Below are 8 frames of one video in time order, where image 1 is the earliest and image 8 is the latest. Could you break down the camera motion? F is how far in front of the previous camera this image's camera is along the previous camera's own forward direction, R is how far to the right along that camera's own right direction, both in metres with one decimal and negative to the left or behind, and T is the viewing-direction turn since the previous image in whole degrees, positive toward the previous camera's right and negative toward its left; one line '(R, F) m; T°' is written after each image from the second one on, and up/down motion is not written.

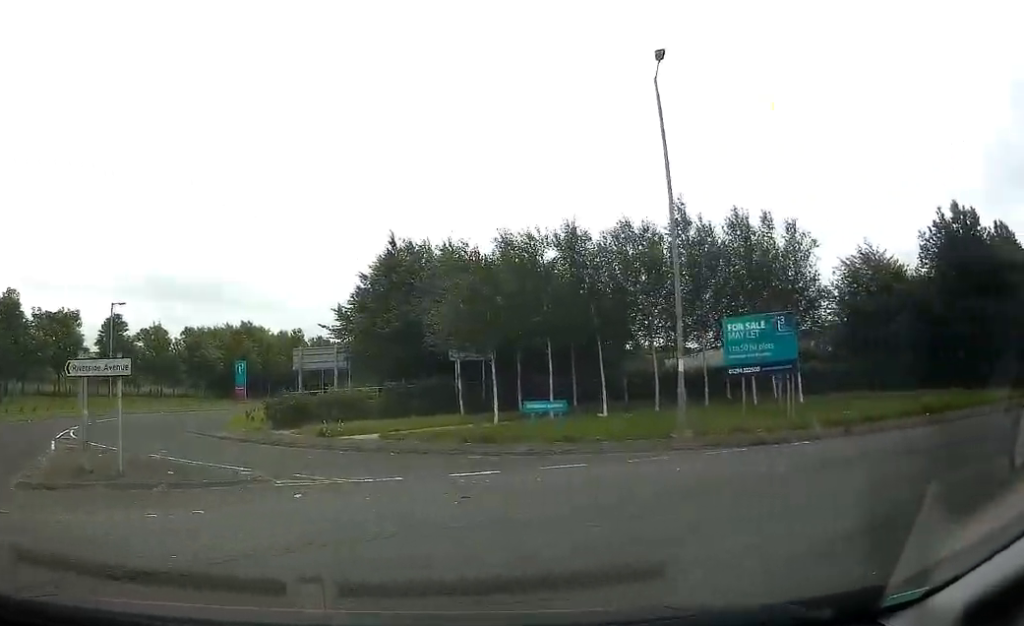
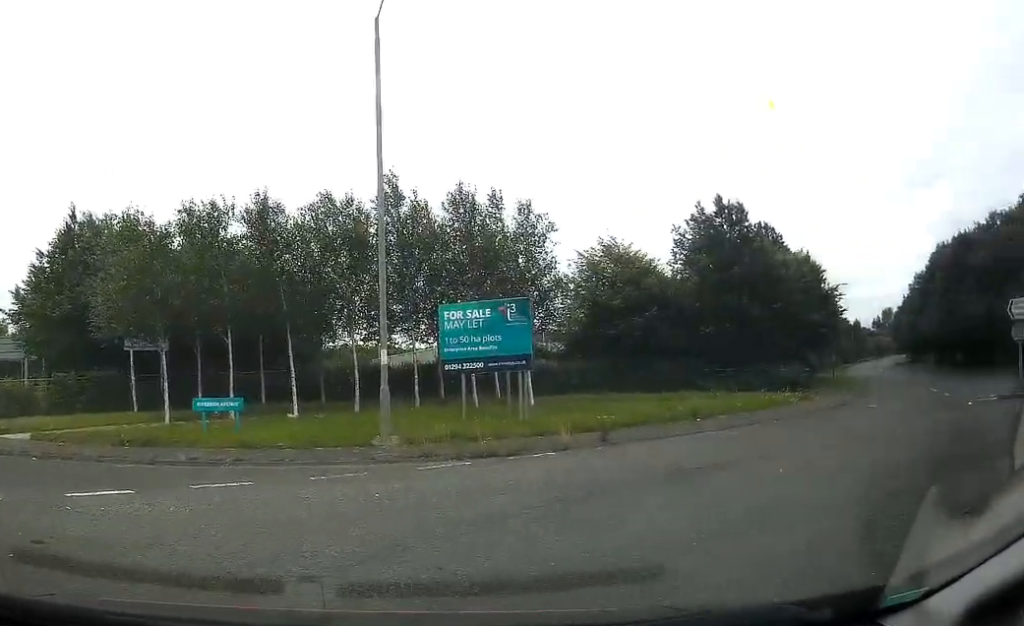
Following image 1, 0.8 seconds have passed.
(+0.9, +3.3) m; +23°
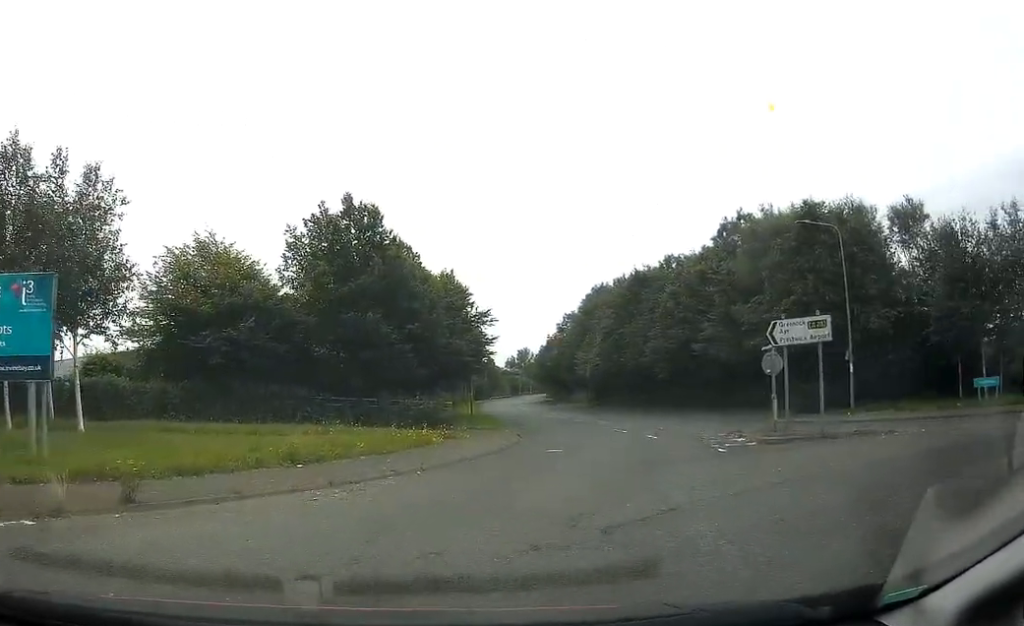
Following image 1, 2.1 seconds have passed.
(+1.6, +5.9) m; +28°
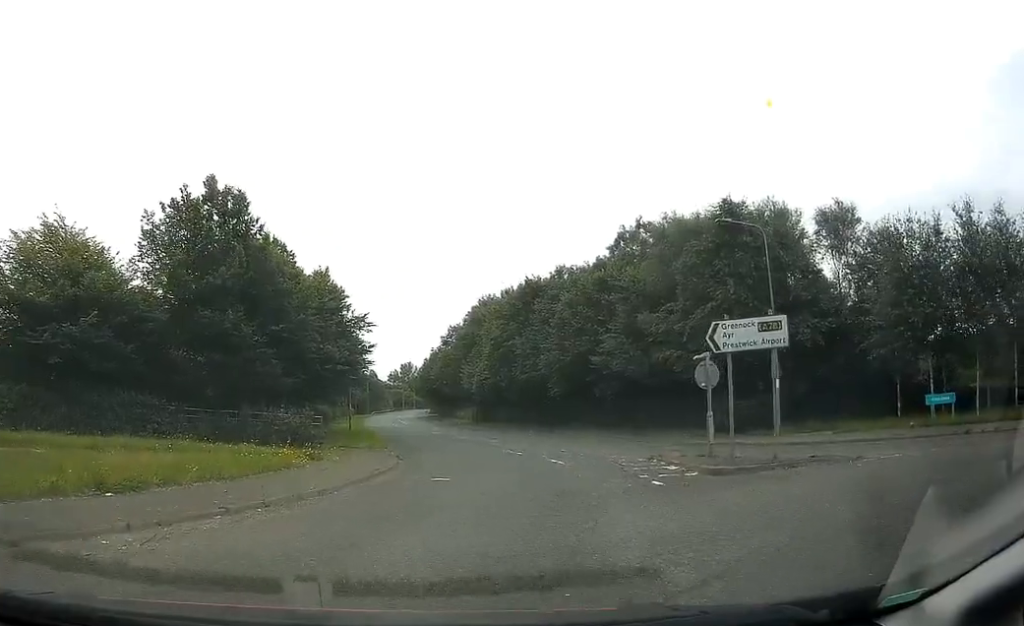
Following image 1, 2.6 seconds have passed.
(+0.3, +3.1) m; +8°
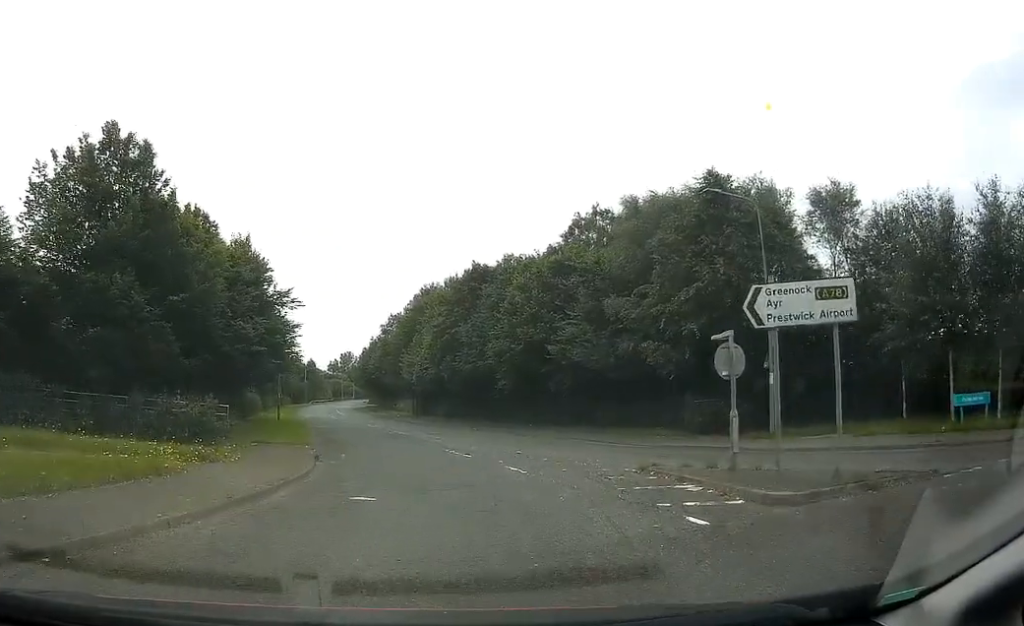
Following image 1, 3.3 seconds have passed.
(+0.4, +4.2) m; +7°
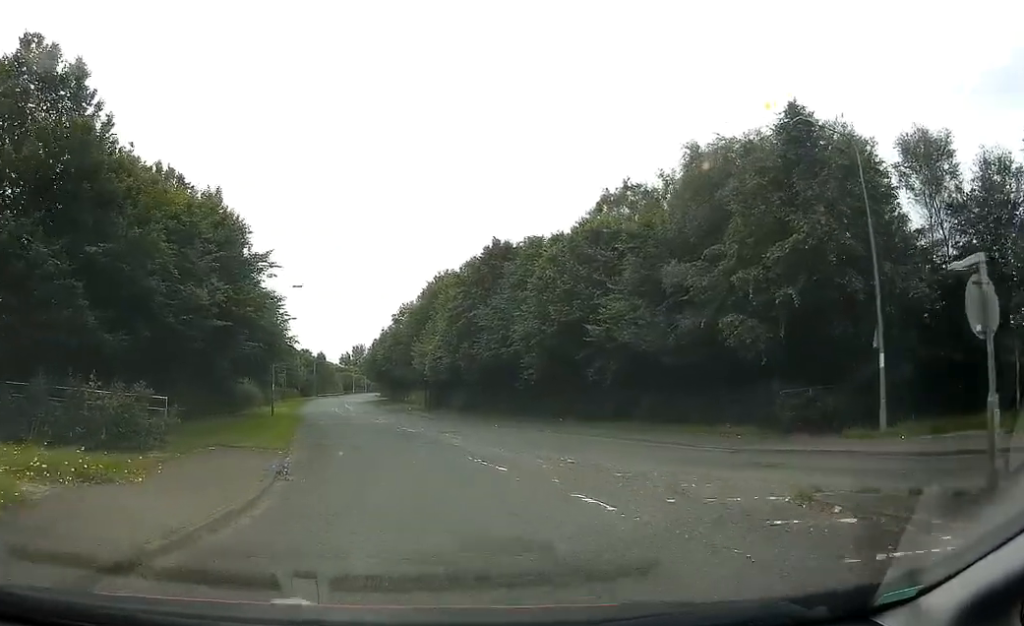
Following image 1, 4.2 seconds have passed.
(+0.1, +5.8) m; +2°
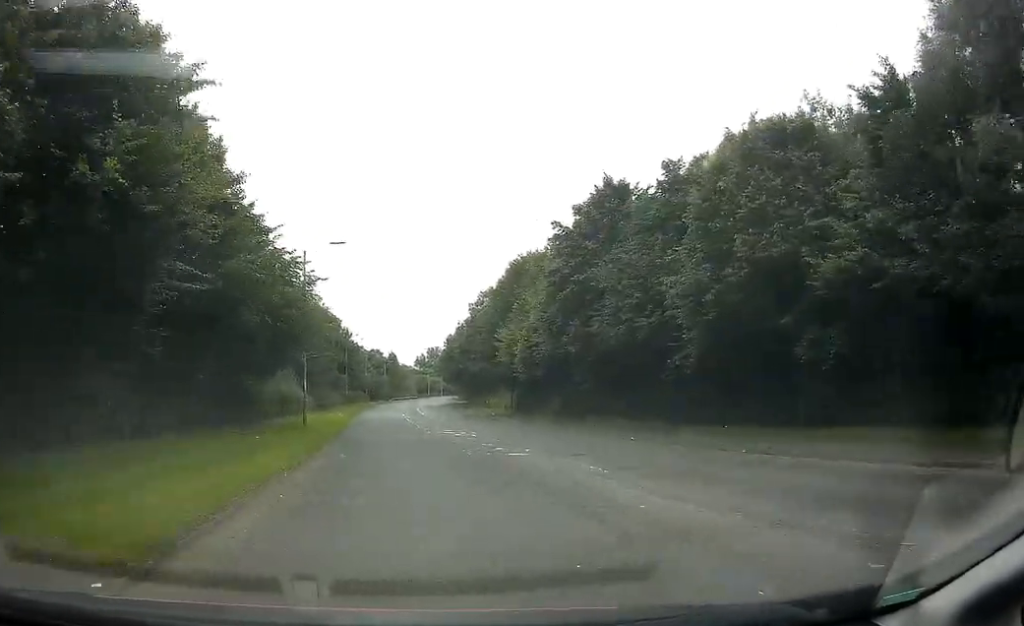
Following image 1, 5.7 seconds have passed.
(-0.2, +12.9) m; -4°
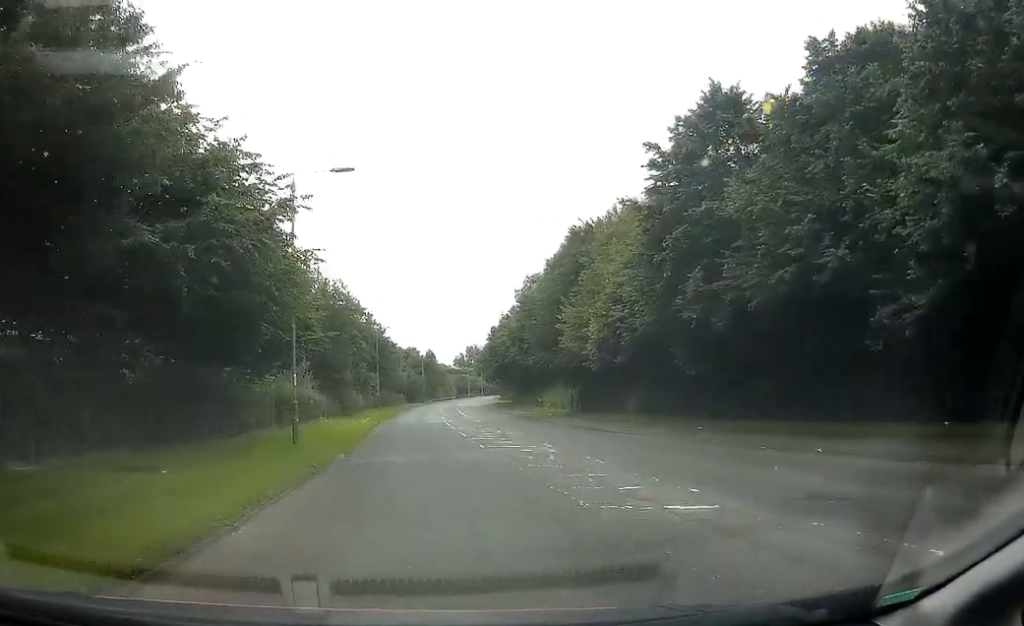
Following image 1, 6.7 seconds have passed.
(-0.5, +10.6) m; -5°
